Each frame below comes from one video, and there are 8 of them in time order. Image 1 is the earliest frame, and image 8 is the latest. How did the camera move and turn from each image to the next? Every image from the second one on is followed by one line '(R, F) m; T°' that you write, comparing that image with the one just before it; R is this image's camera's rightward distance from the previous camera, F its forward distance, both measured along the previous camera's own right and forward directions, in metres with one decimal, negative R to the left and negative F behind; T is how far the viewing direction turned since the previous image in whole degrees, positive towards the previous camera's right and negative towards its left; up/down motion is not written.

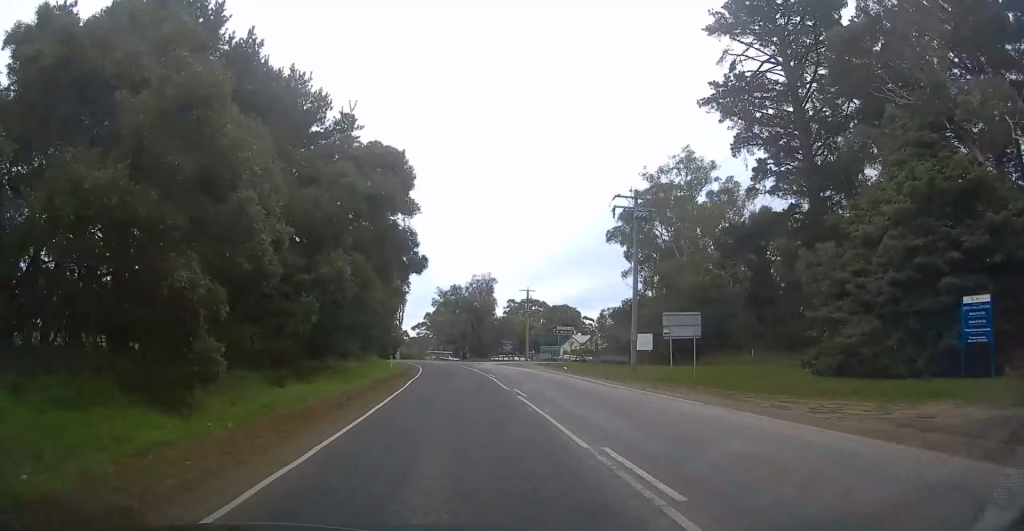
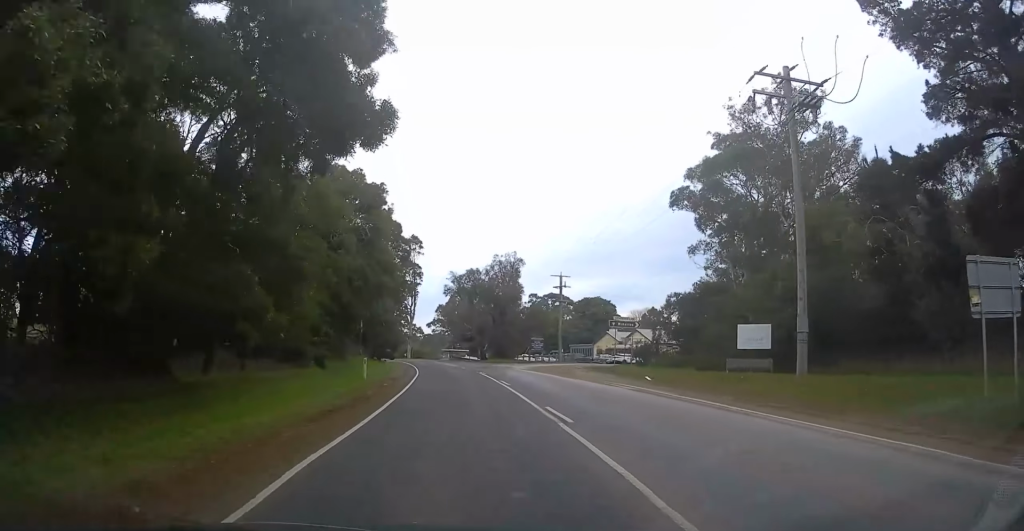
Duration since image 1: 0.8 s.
(0.0, +17.9) m; 0°
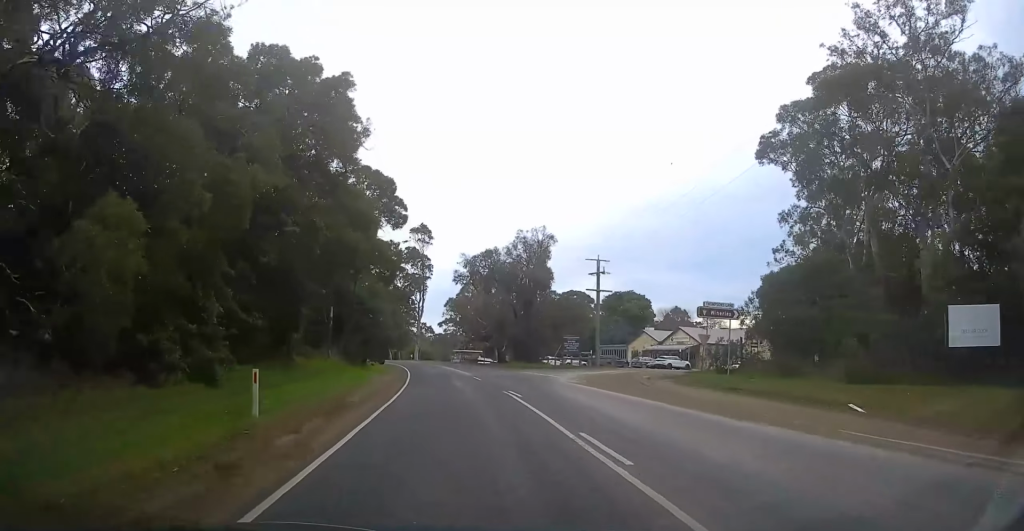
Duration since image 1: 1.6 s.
(0.0, +15.1) m; -2°
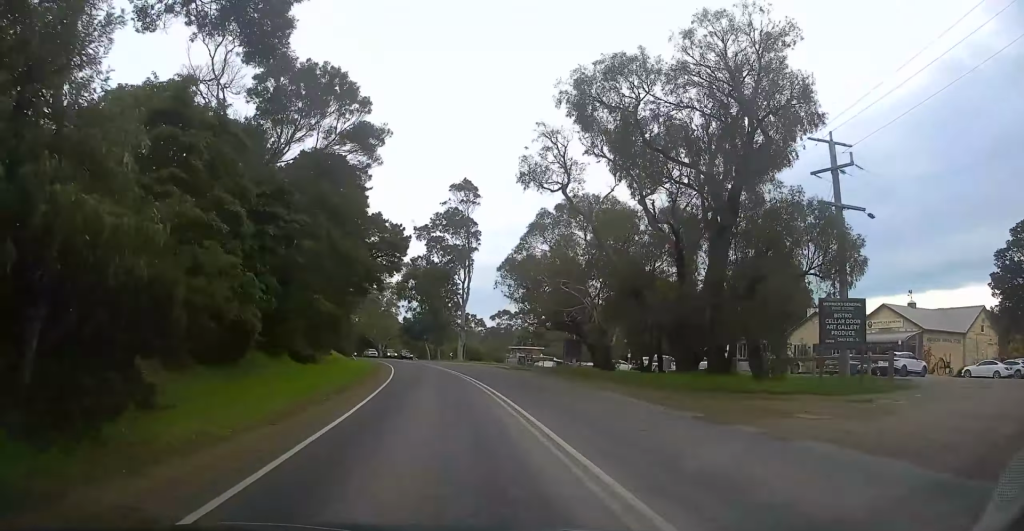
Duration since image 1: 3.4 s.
(-1.7, +36.6) m; -5°
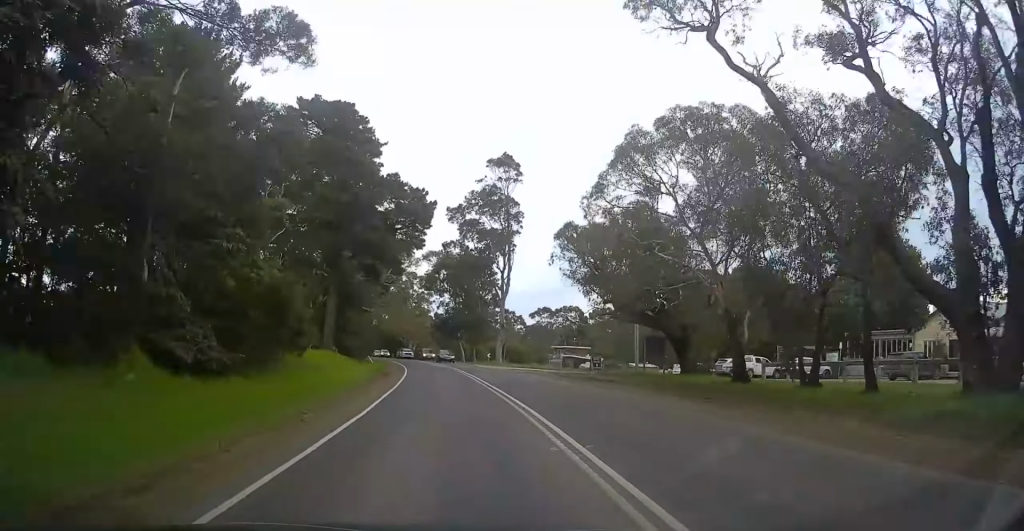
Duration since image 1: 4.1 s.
(-0.2, +15.0) m; -3°
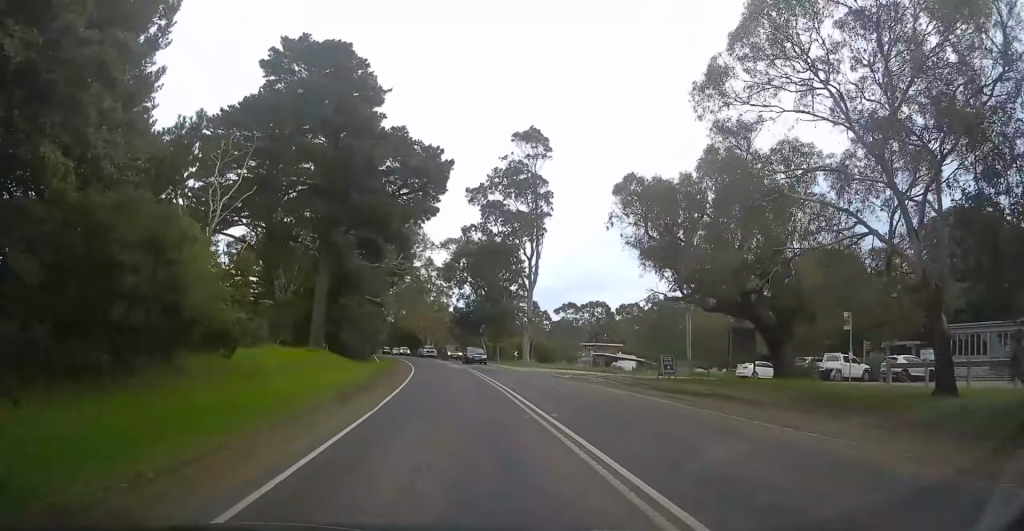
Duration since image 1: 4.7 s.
(-0.2, +10.8) m; -2°
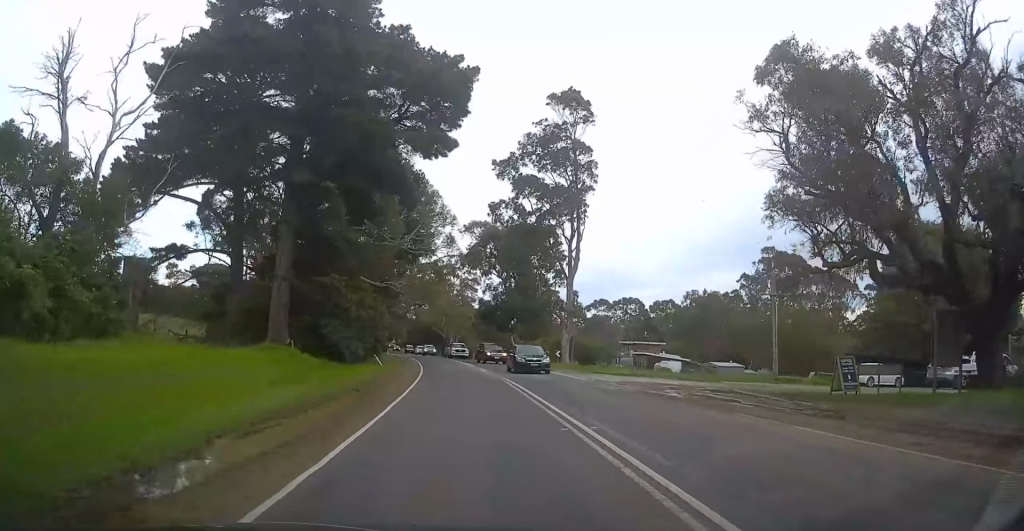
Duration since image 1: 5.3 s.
(-0.4, +13.3) m; -2°
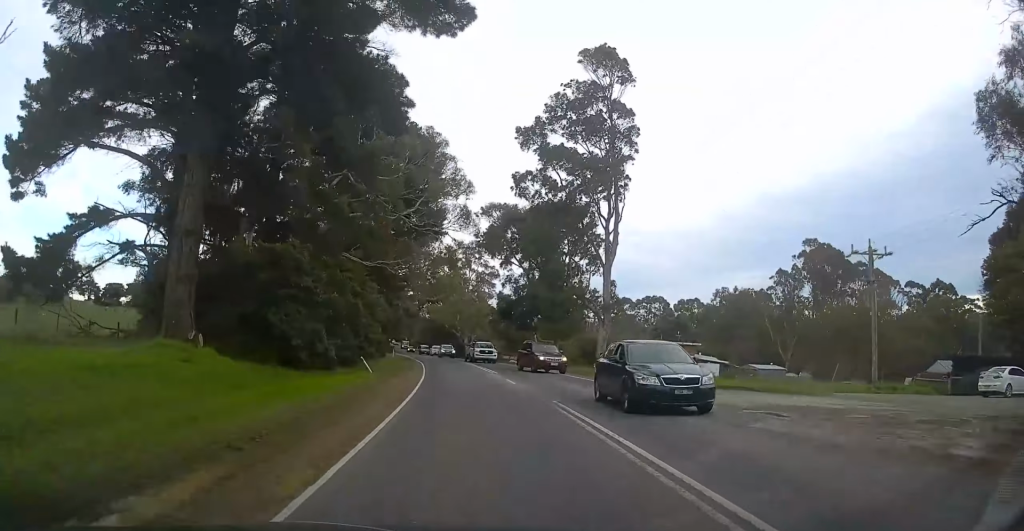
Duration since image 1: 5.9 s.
(-0.2, +11.2) m; -2°
